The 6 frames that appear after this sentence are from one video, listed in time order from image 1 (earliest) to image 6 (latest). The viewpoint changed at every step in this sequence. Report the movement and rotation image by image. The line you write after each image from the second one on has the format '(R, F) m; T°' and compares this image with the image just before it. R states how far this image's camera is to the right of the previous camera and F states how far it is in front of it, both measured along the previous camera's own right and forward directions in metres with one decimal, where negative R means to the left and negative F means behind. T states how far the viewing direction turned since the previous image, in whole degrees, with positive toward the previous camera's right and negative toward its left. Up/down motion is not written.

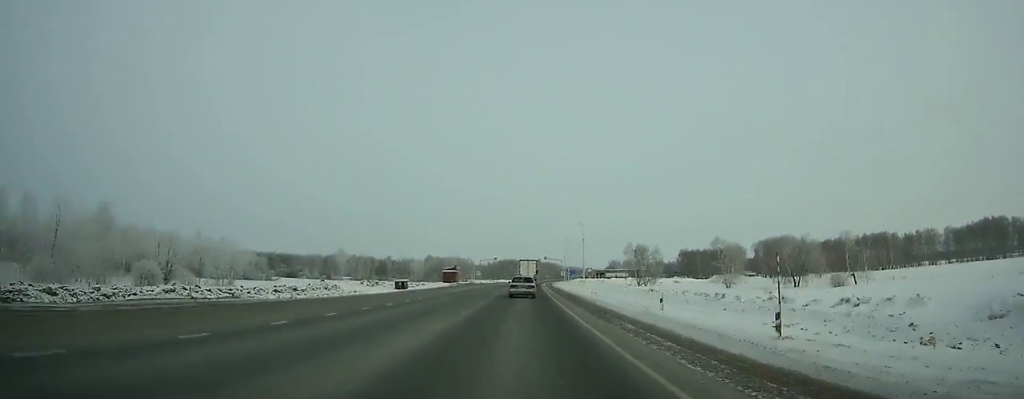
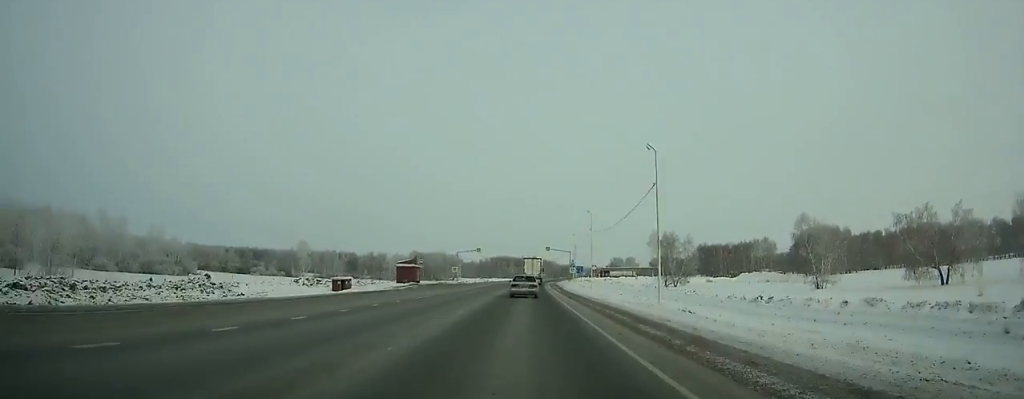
(+0.3, +43.5) m; +1°
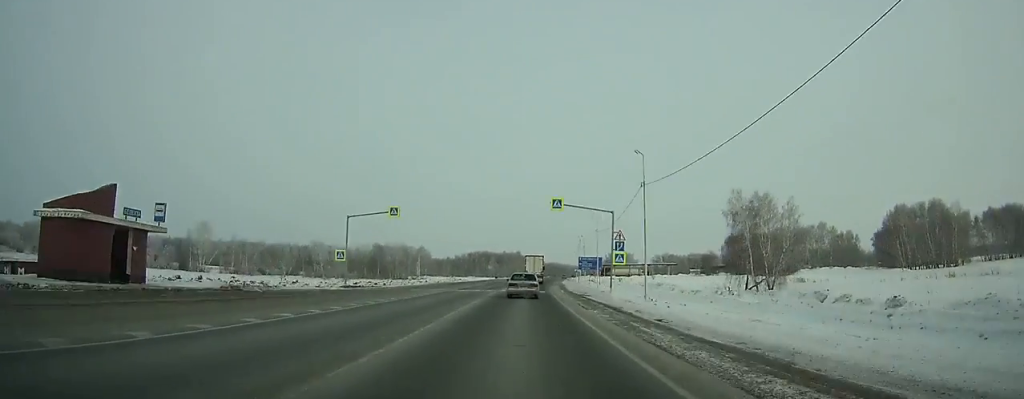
(+0.7, +64.9) m; +1°
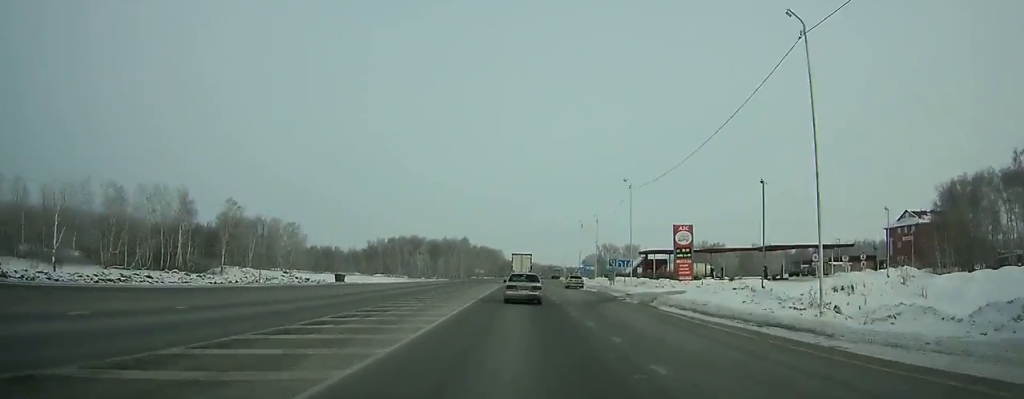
(+4.5, +150.2) m; +3°
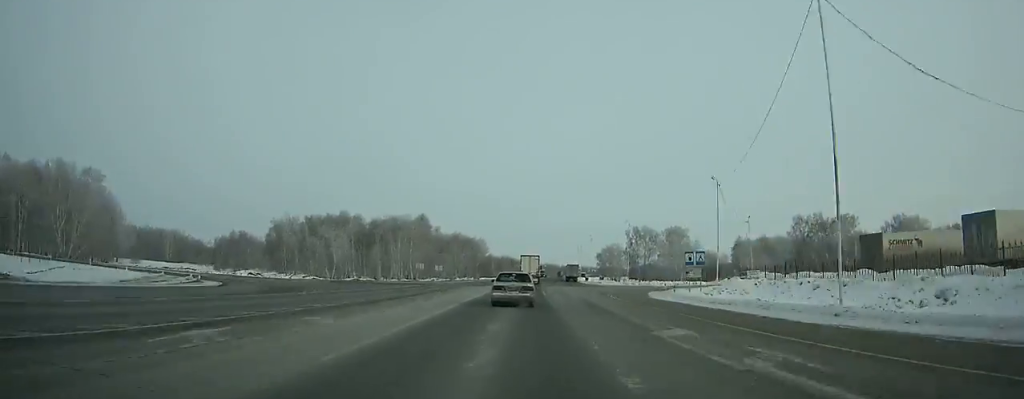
(+1.0, +101.4) m; +1°
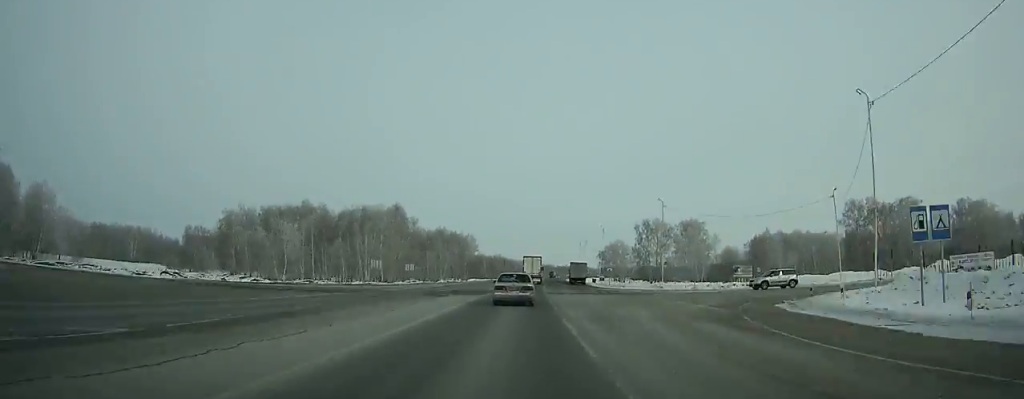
(-0.1, +27.5) m; +1°
